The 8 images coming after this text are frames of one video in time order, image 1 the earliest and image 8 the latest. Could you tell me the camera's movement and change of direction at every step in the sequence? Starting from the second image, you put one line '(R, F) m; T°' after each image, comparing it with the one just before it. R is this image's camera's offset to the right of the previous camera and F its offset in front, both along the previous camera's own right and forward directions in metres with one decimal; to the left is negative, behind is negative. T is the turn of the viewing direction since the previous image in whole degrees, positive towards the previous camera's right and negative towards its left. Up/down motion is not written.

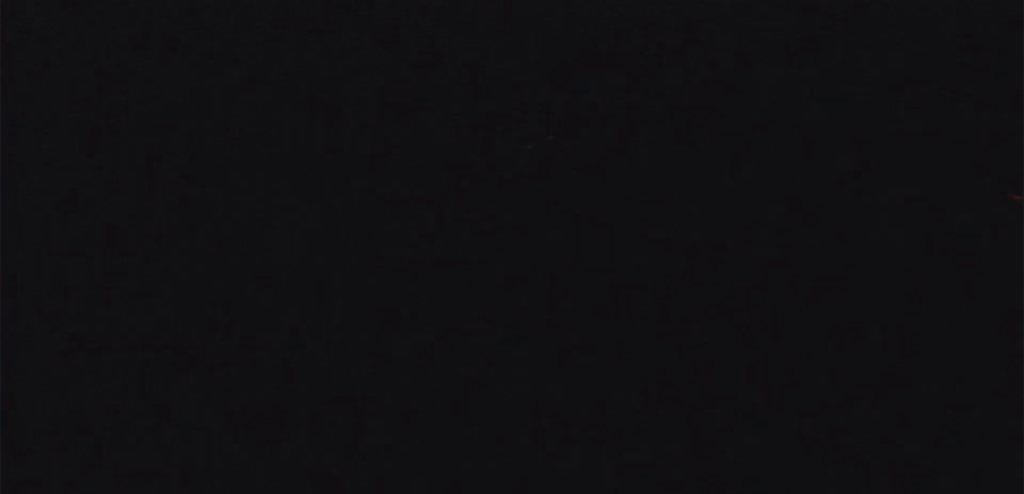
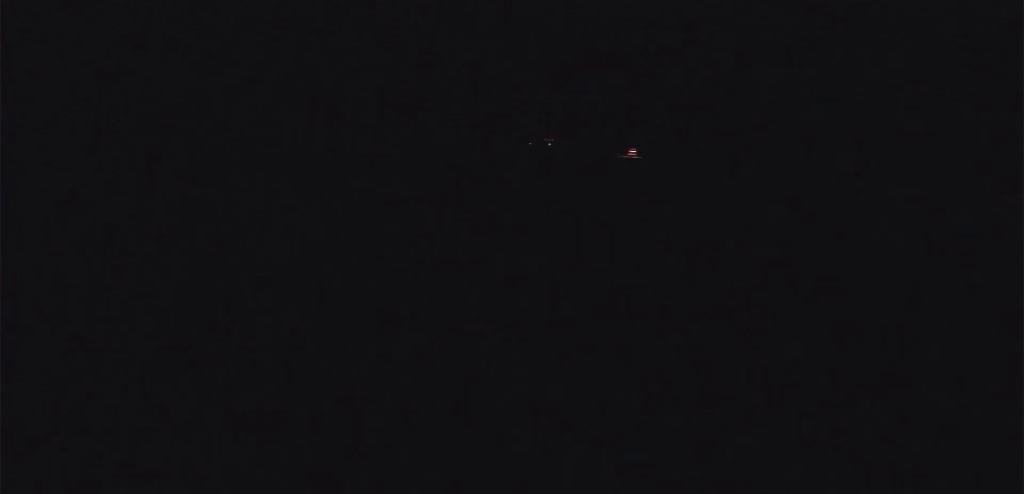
(-1.6, +150.9) m; -1°
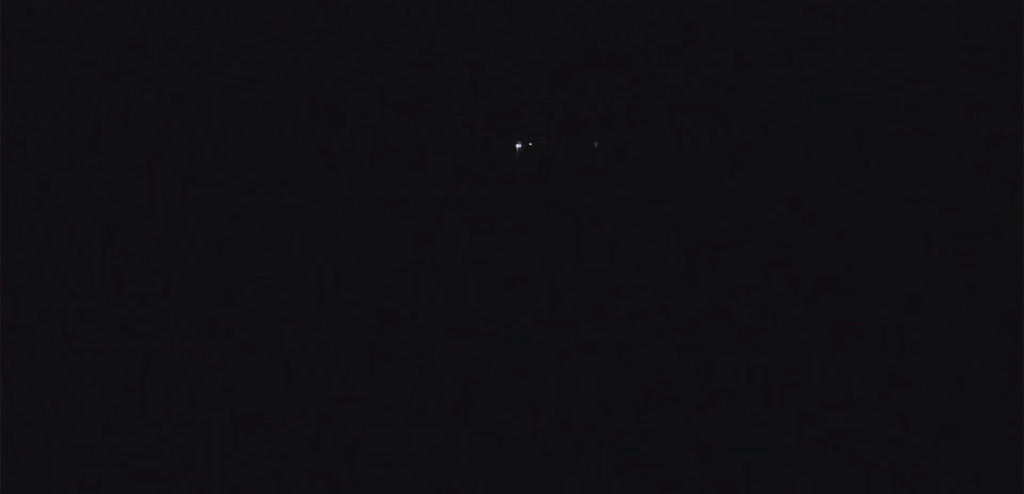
(-1.7, +258.5) m; 0°
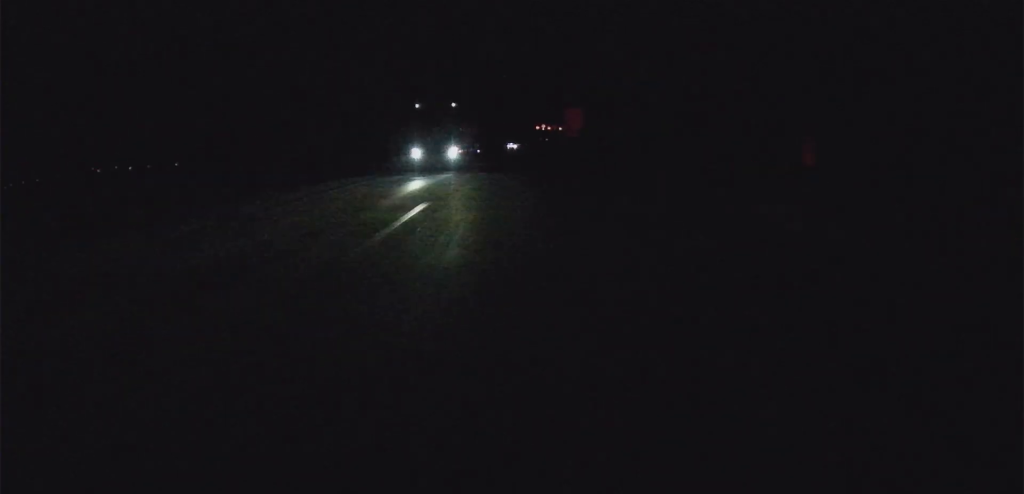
(+2.1, +576.6) m; +1°
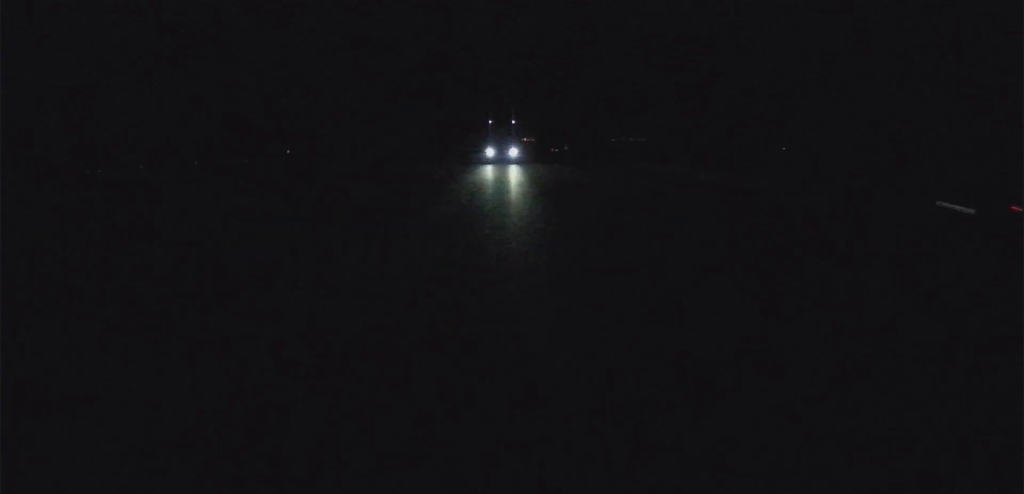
(+0.8, +226.2) m; 0°
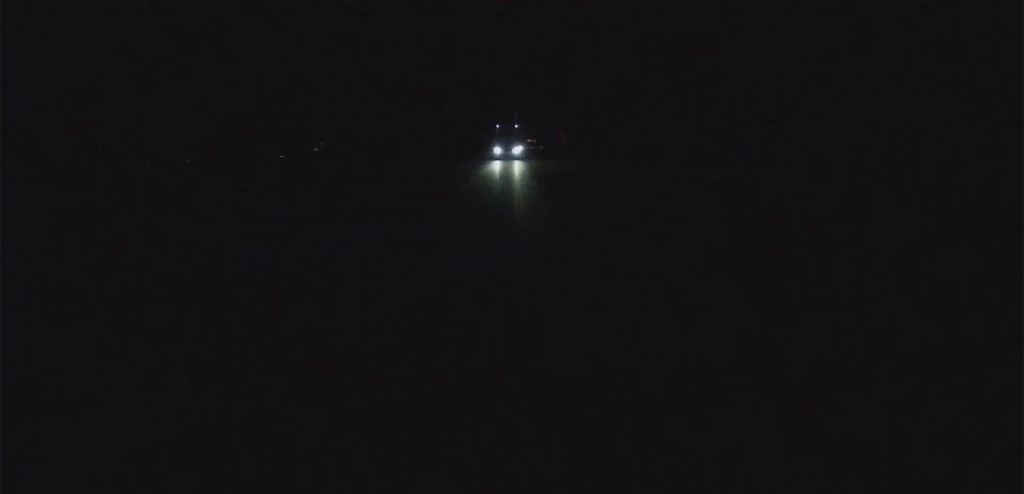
(-0.3, +150.7) m; +1°
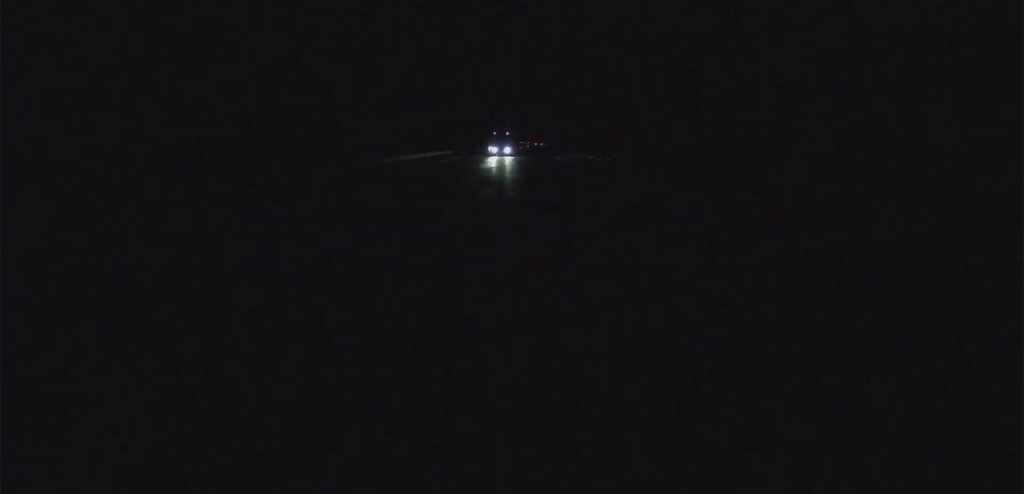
(+4.7, +299.0) m; +4°
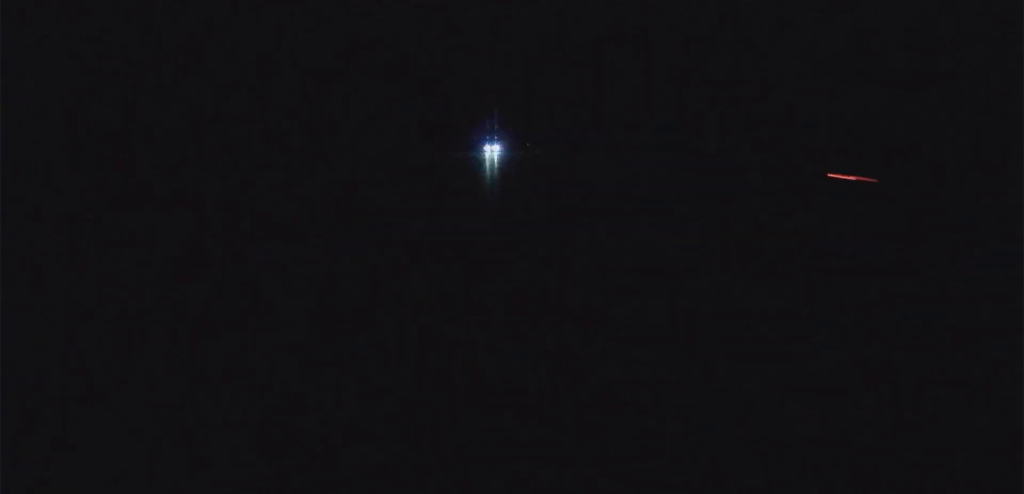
(+64.3, +572.2) m; +14°
